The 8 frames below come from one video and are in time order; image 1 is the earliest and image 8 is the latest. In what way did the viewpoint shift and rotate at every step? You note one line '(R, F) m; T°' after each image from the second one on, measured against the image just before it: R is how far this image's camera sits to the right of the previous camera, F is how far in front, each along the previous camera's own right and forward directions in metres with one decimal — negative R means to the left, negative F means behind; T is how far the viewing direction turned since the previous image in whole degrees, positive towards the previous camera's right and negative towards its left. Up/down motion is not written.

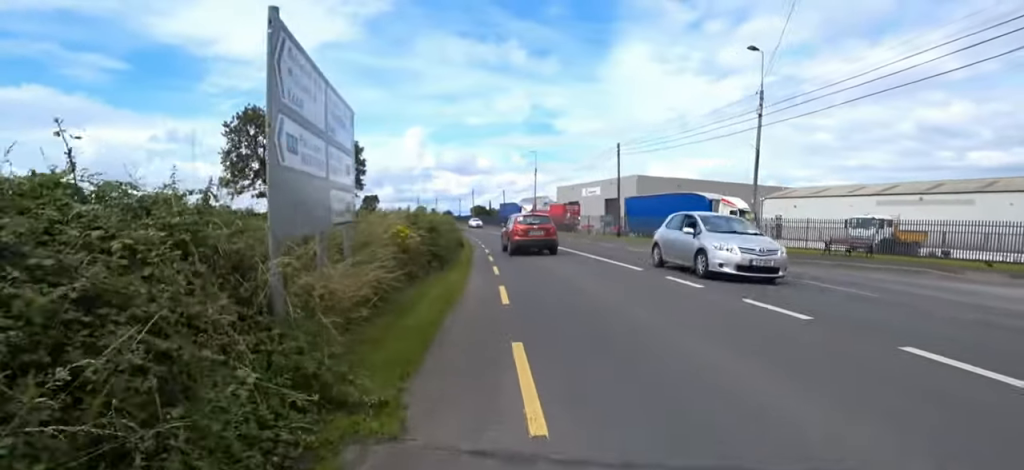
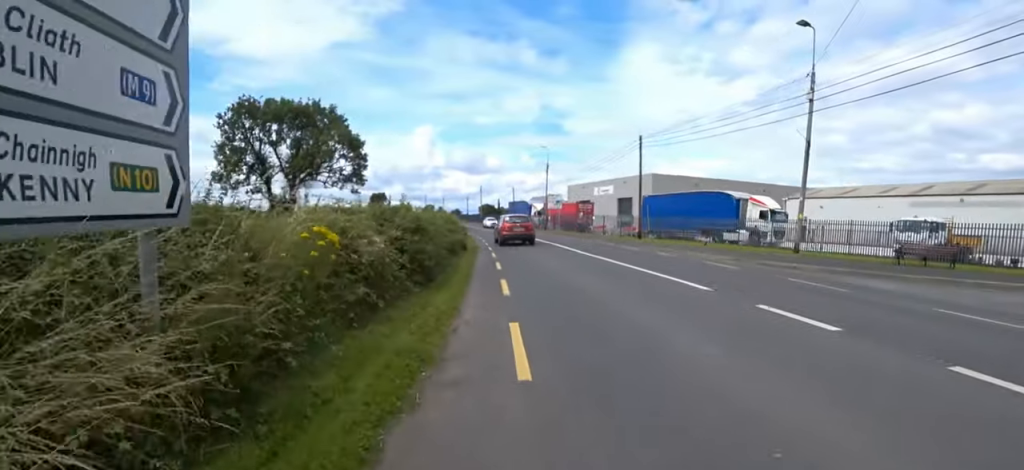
(0.0, +3.4) m; +1°
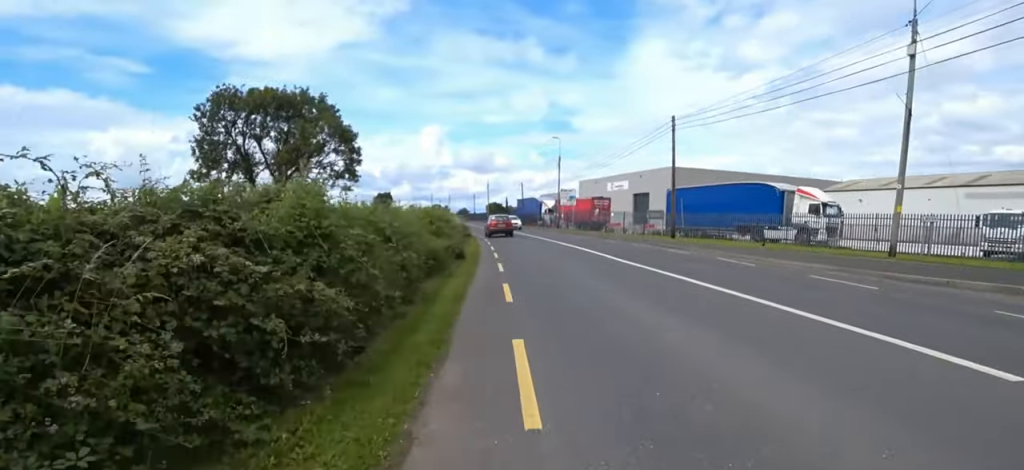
(+0.1, +5.3) m; +5°
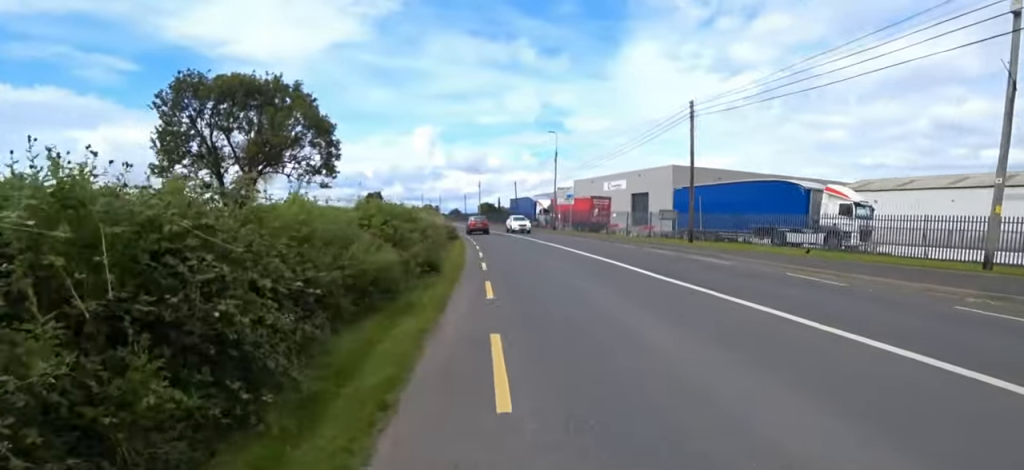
(0.0, +4.2) m; +3°
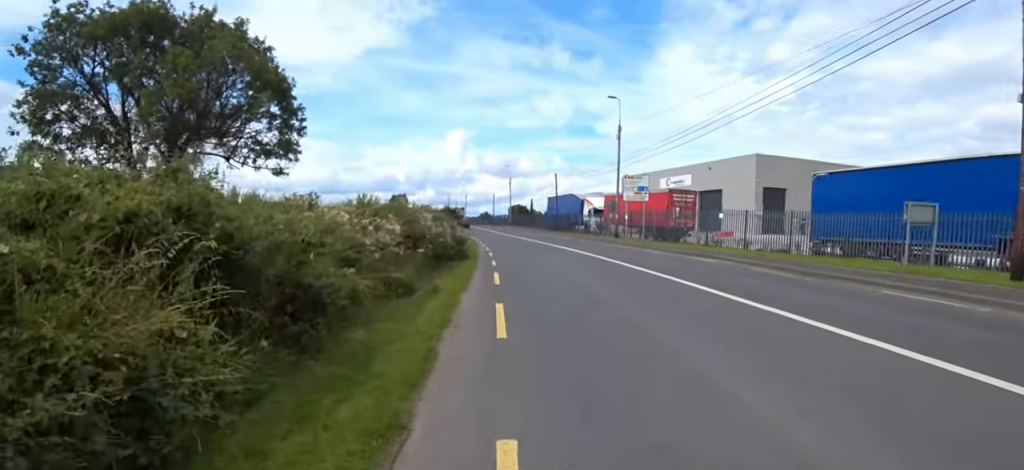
(-2.1, +15.4) m; -13°
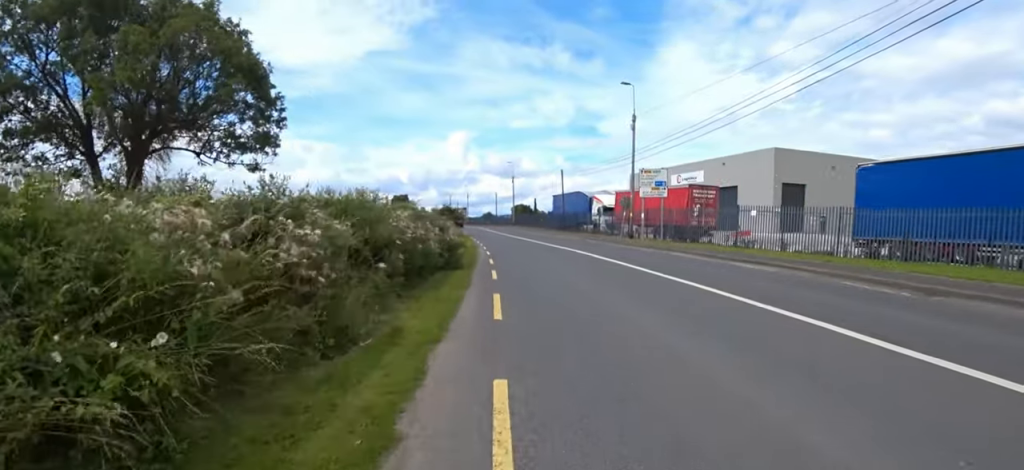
(+0.1, +3.3) m; +3°
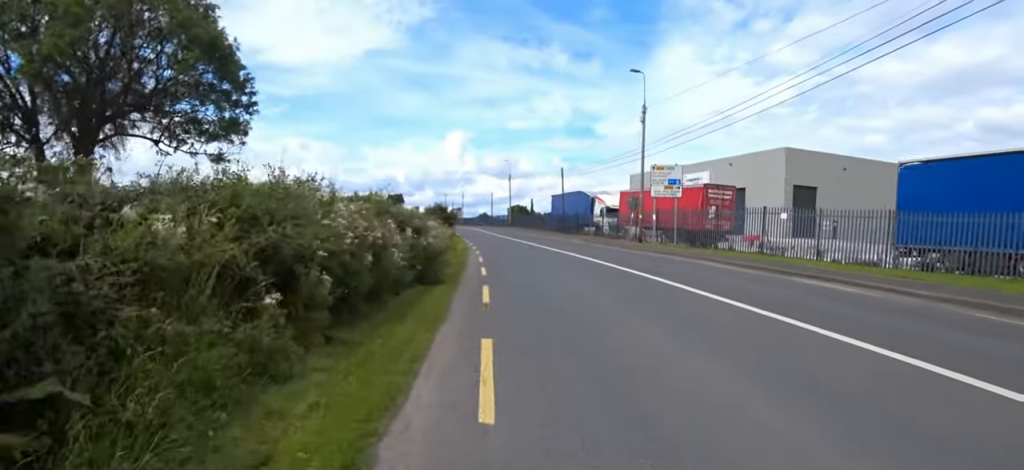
(+0.1, +3.0) m; +1°
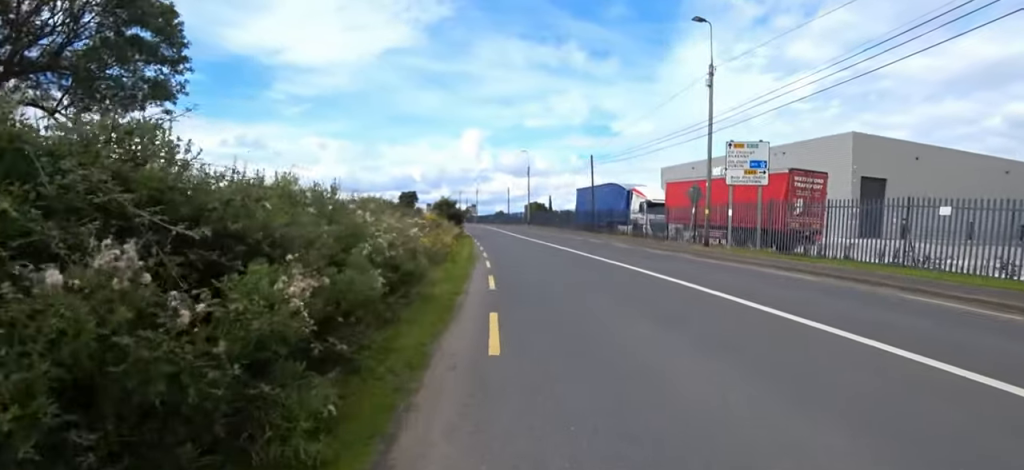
(+0.1, +7.0) m; +1°
